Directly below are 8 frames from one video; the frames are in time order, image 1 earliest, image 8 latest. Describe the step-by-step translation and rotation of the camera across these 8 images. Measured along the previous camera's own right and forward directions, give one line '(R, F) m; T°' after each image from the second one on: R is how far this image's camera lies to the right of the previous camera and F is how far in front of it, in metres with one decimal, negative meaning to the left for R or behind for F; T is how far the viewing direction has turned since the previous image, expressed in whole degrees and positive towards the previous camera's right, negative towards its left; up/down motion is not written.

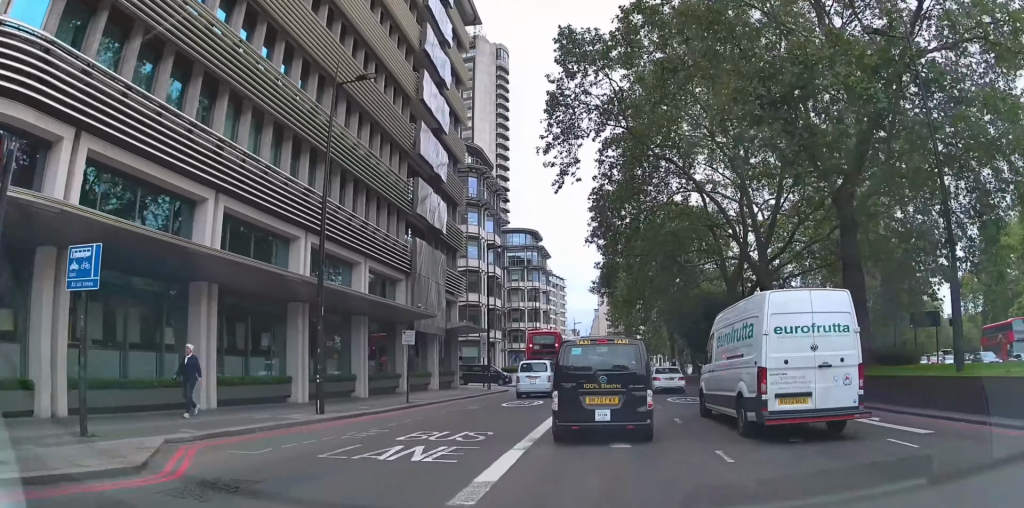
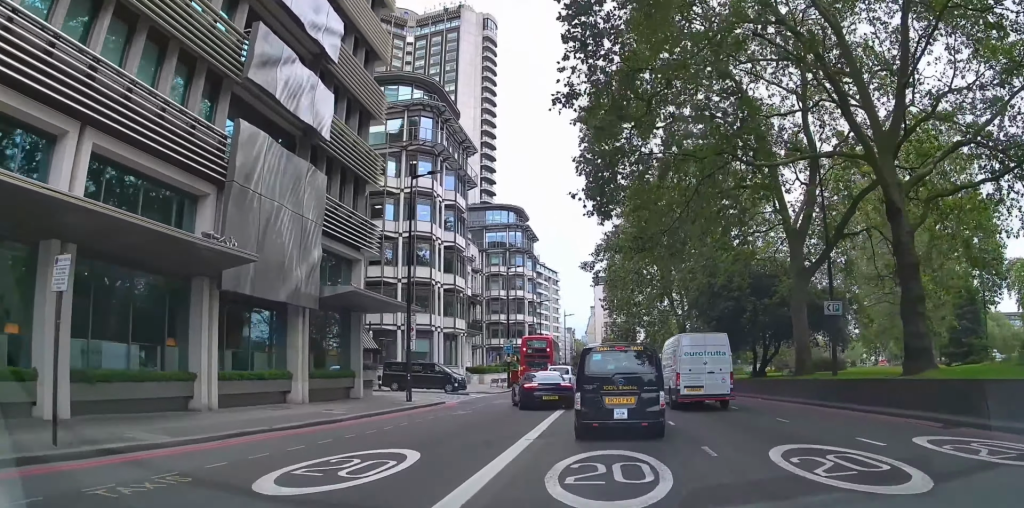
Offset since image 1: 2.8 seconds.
(+0.1, +14.7) m; -4°
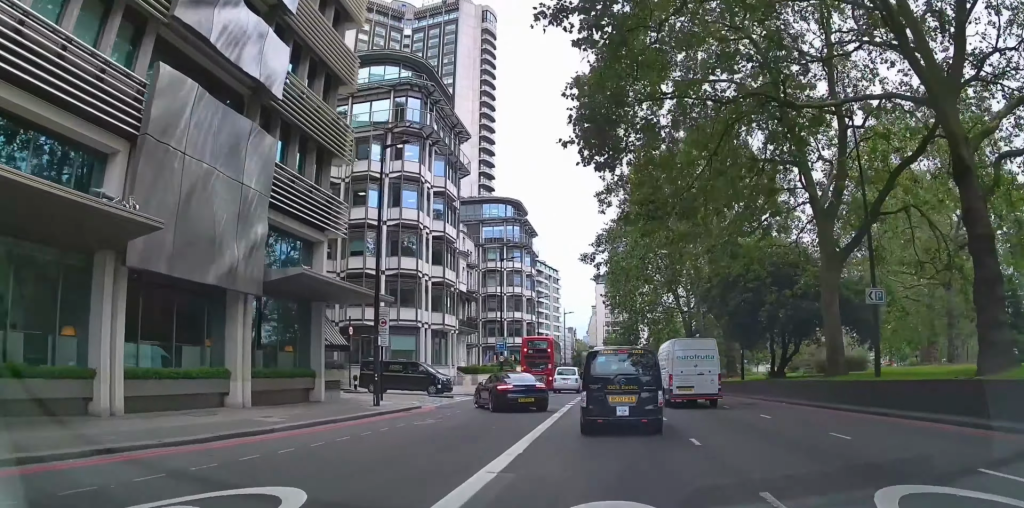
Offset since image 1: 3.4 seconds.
(-0.1, +3.4) m; 0°
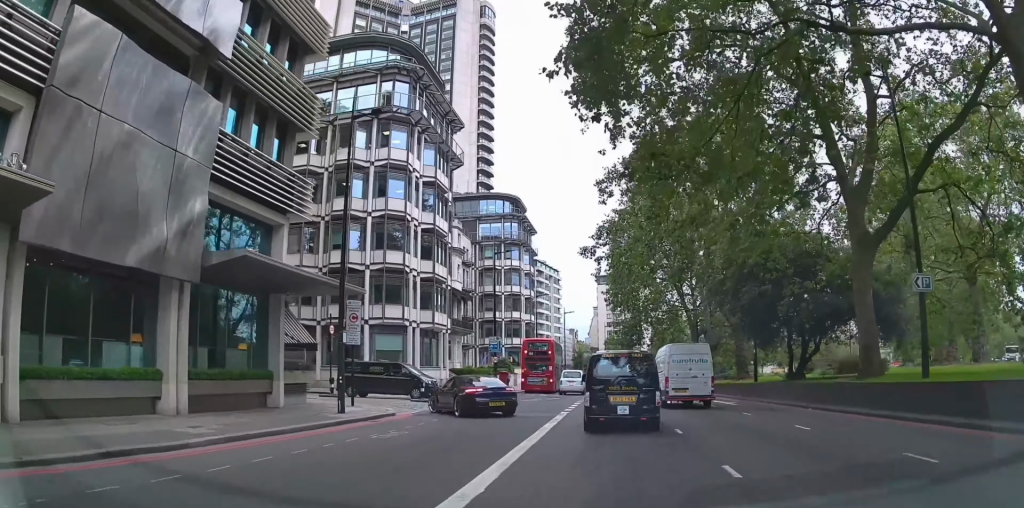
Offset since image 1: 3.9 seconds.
(+0.1, +2.8) m; +2°
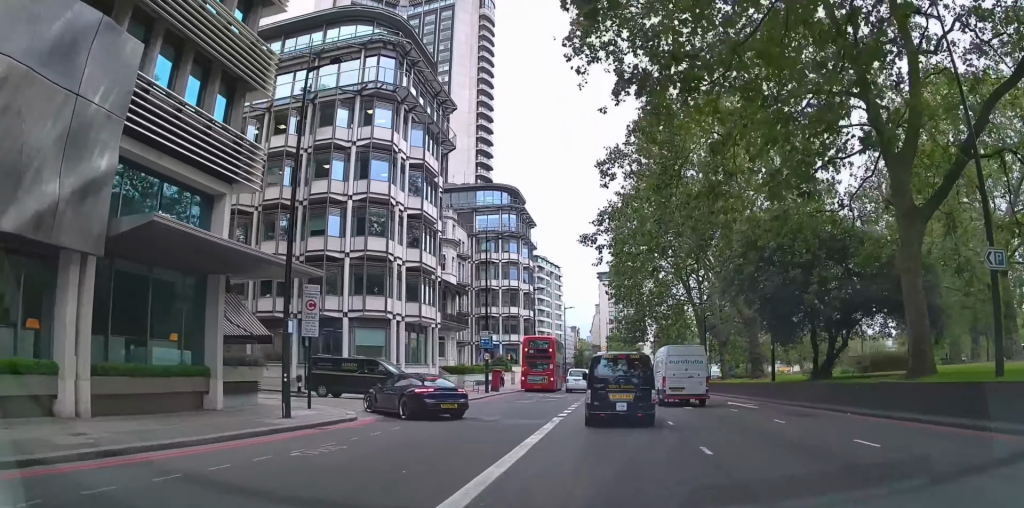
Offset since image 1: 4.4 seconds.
(+0.1, +3.1) m; +1°
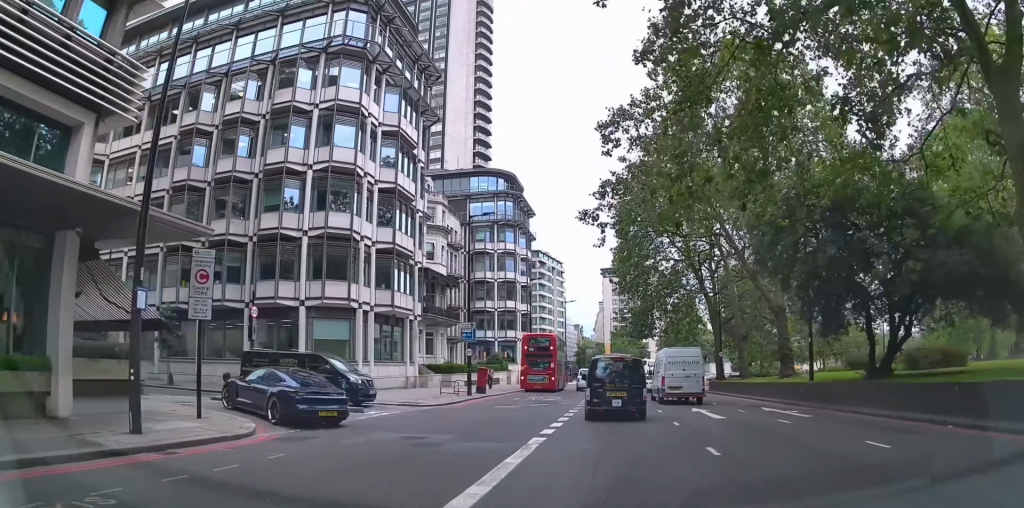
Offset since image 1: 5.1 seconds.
(0.0, +5.1) m; 0°
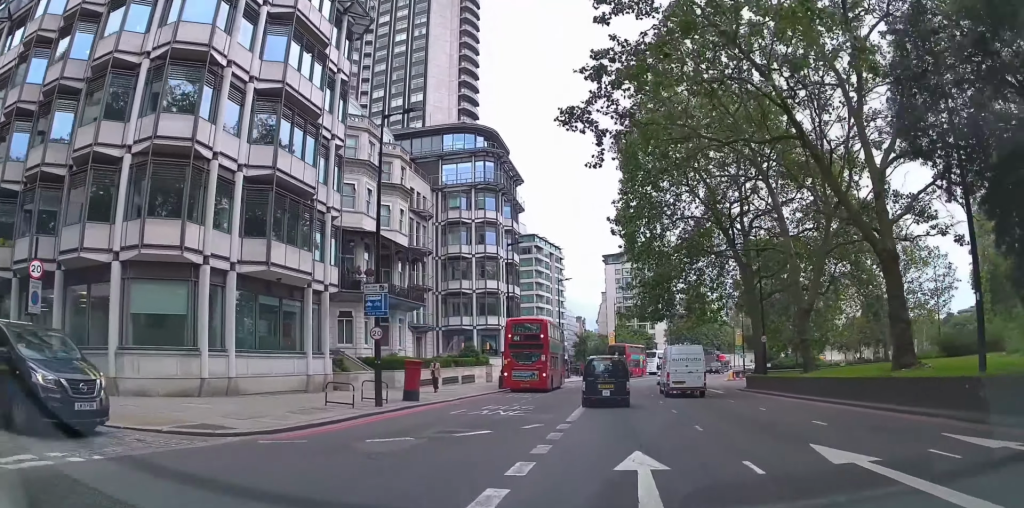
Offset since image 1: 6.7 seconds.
(0.0, +12.1) m; 0°
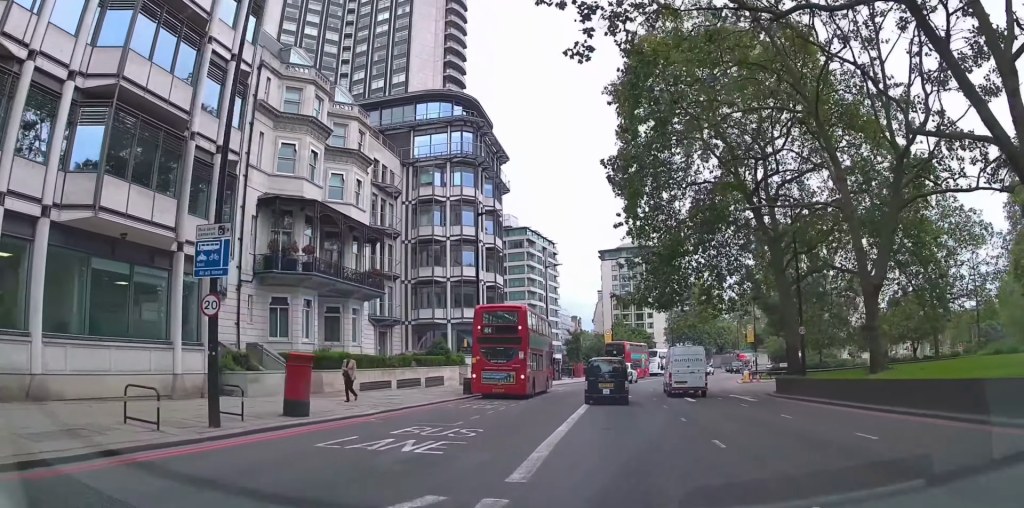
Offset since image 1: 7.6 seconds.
(0.0, +7.9) m; +1°
